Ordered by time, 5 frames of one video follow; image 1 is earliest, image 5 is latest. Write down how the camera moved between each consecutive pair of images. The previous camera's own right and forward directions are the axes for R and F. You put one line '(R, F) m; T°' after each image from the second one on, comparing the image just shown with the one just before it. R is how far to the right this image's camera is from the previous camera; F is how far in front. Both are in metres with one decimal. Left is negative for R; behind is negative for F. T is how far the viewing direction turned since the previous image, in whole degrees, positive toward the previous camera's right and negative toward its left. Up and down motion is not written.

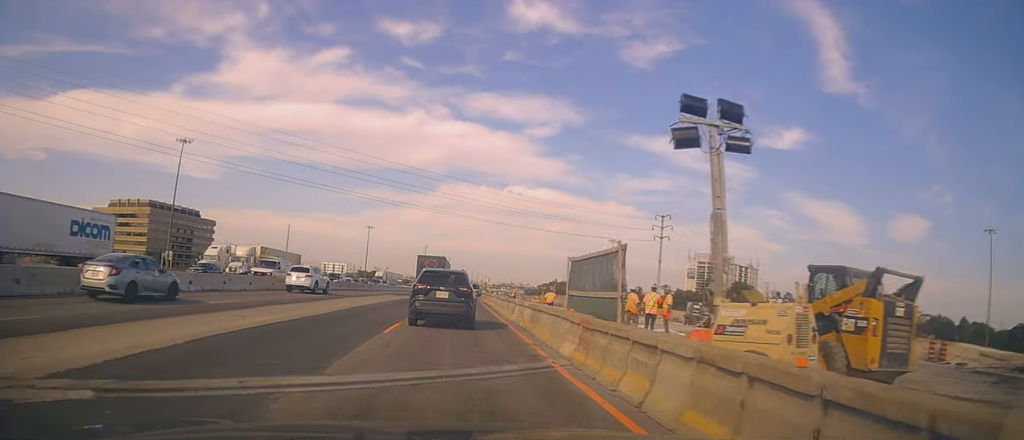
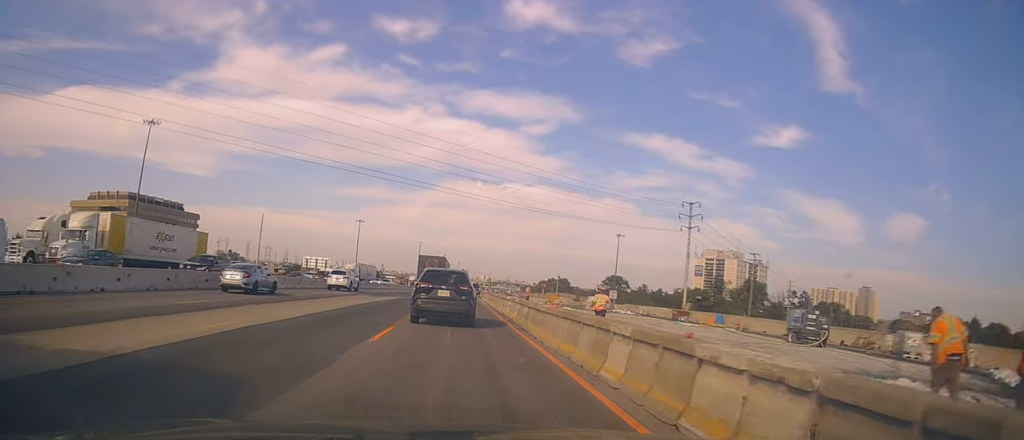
(0.0, +13.3) m; 0°
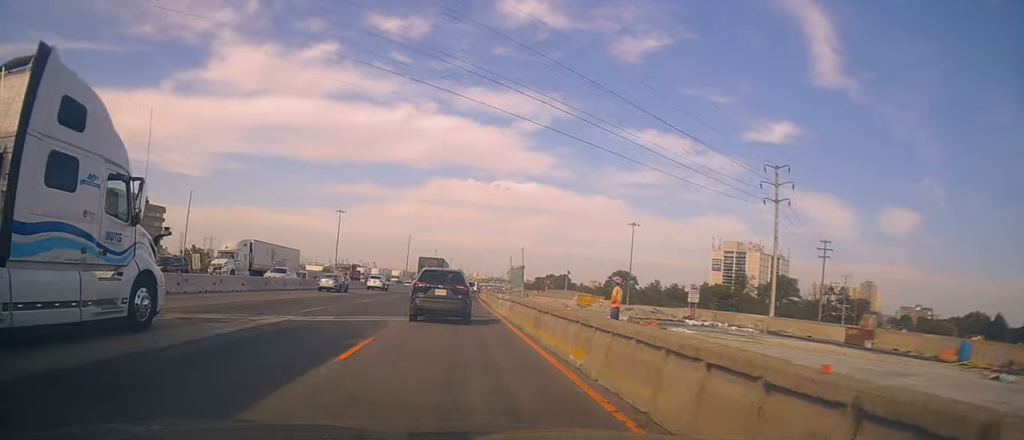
(+0.4, +25.7) m; +1°
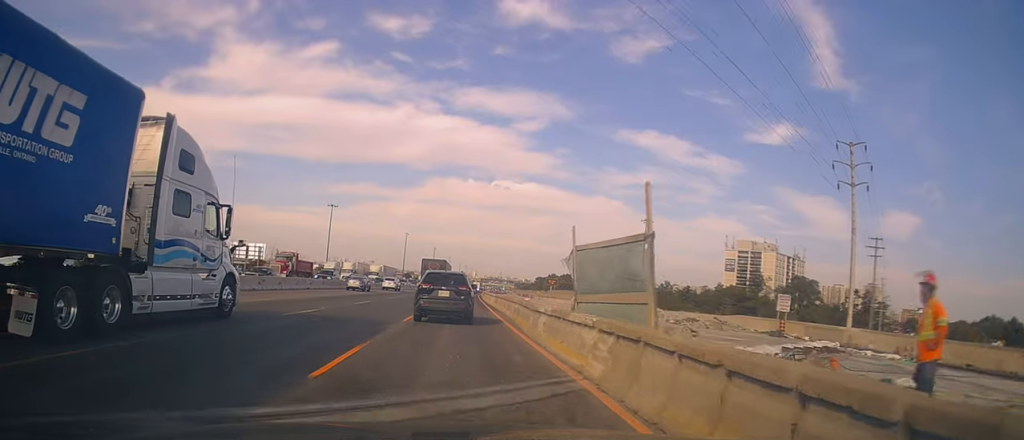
(0.0, +13.6) m; 0°
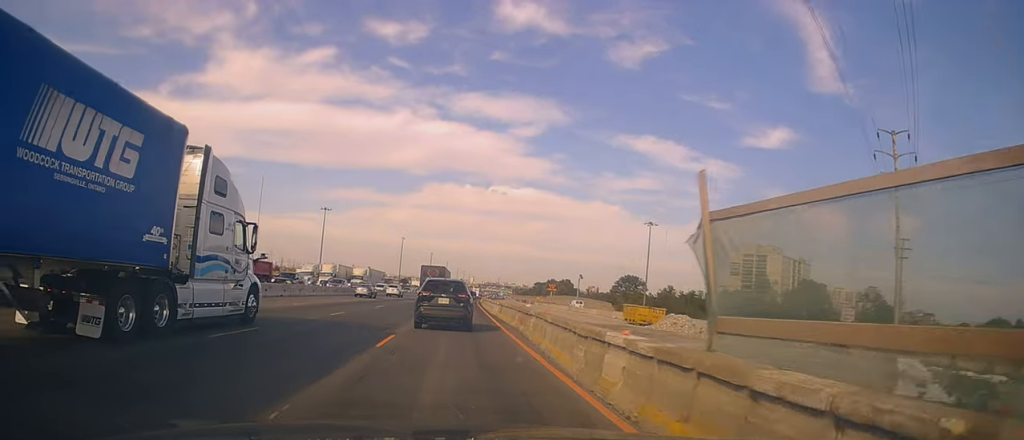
(0.0, +6.4) m; 0°
